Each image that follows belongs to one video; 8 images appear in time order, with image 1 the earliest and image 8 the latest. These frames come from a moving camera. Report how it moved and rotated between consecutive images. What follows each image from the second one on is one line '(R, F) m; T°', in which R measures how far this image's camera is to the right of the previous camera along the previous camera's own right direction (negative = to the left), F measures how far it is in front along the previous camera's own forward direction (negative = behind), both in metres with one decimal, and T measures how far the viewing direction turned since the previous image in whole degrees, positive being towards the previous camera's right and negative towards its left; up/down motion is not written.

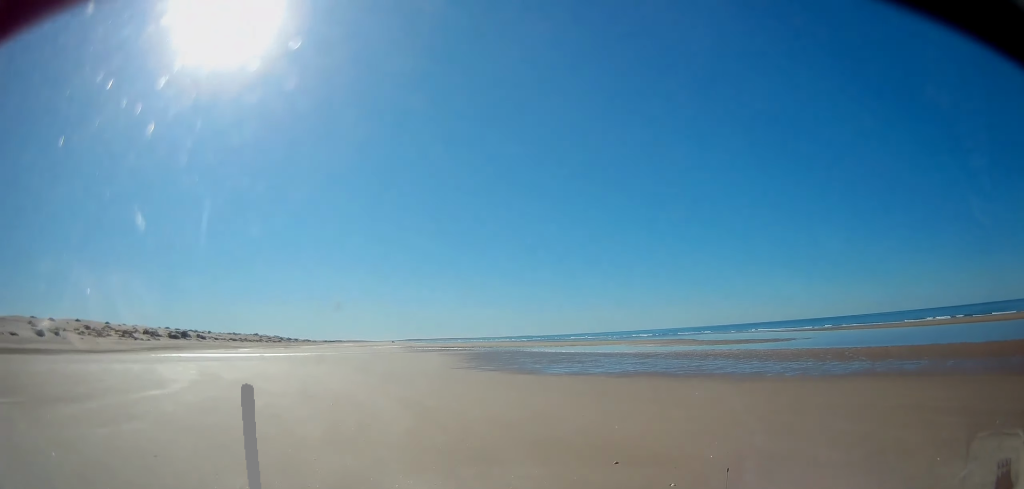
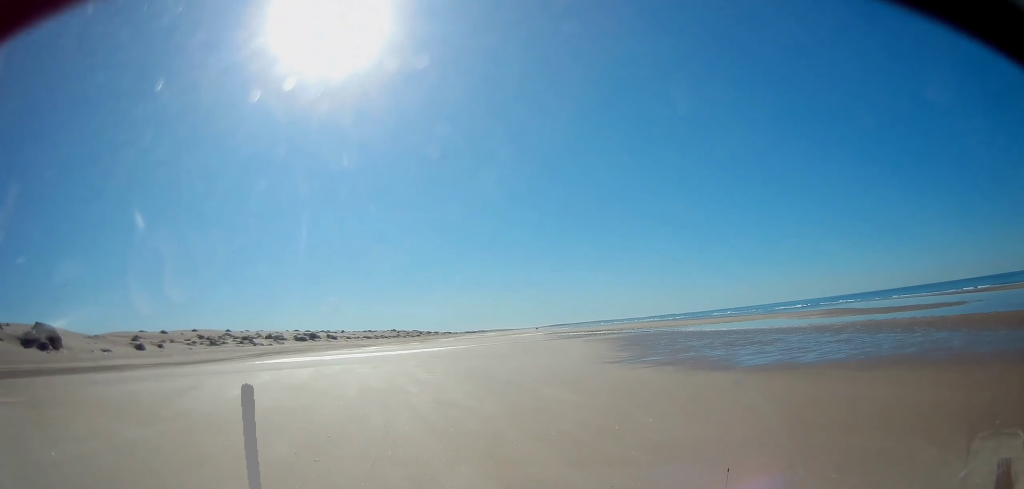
(-1.2, +9.5) m; -14°
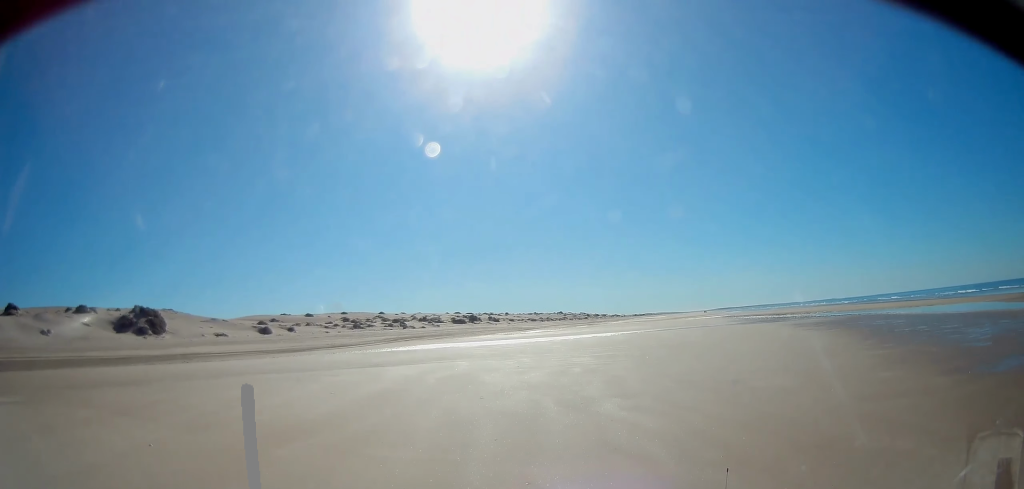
(-2.6, +15.9) m; -10°
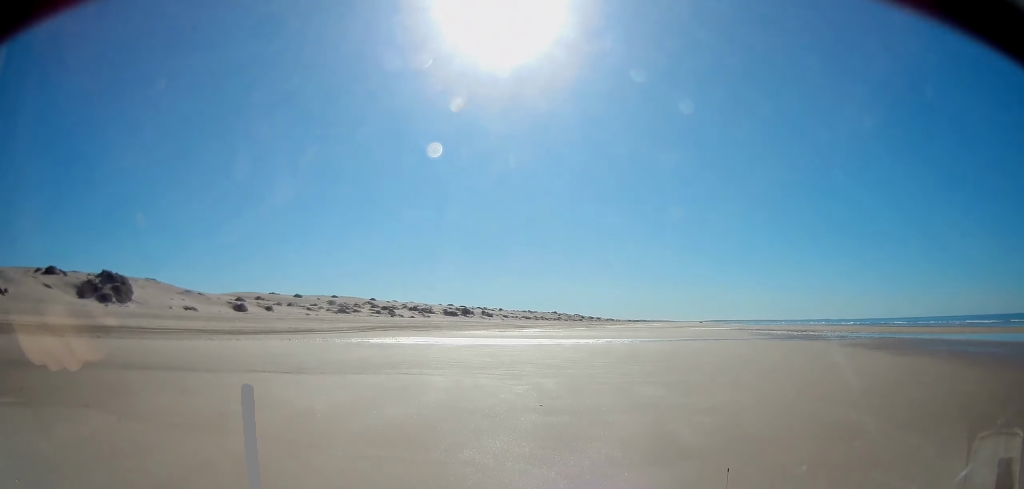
(+0.7, +13.1) m; +5°
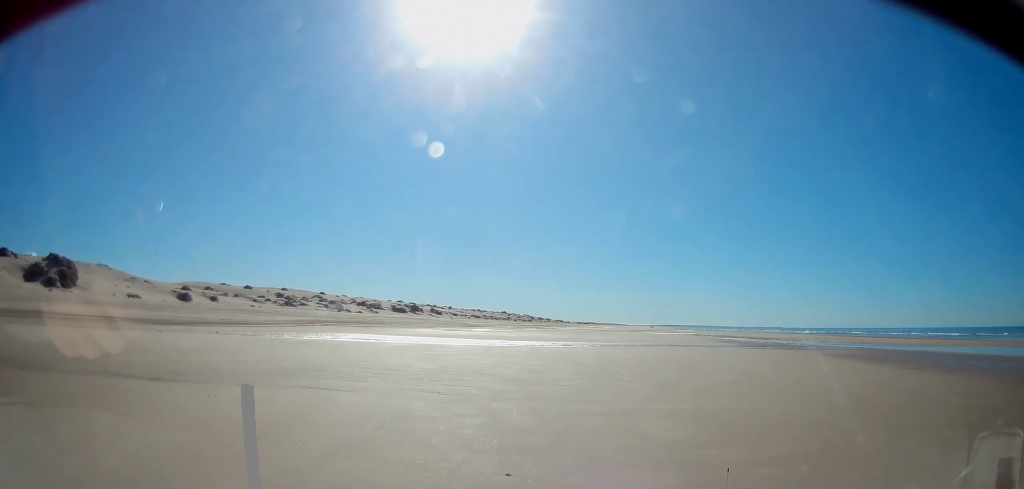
(0.0, +5.8) m; +2°
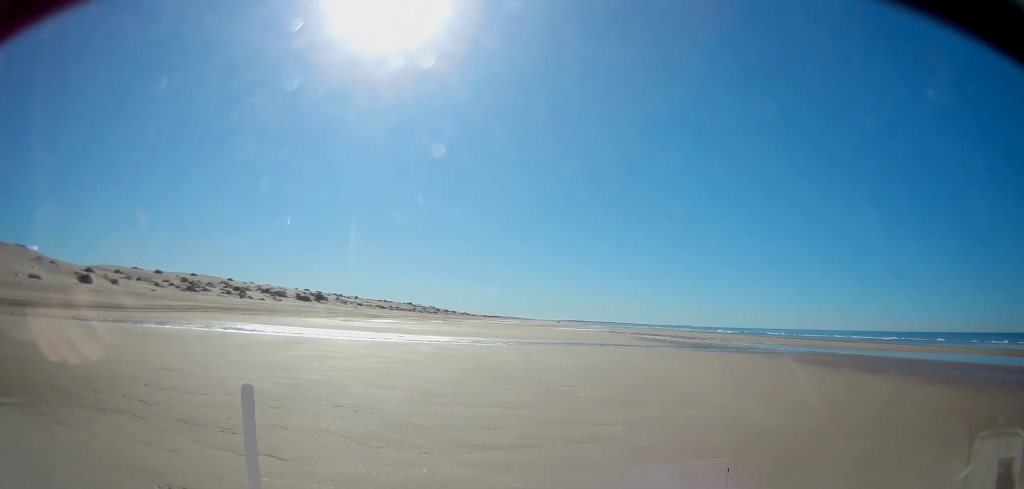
(+0.4, +9.1) m; +4°
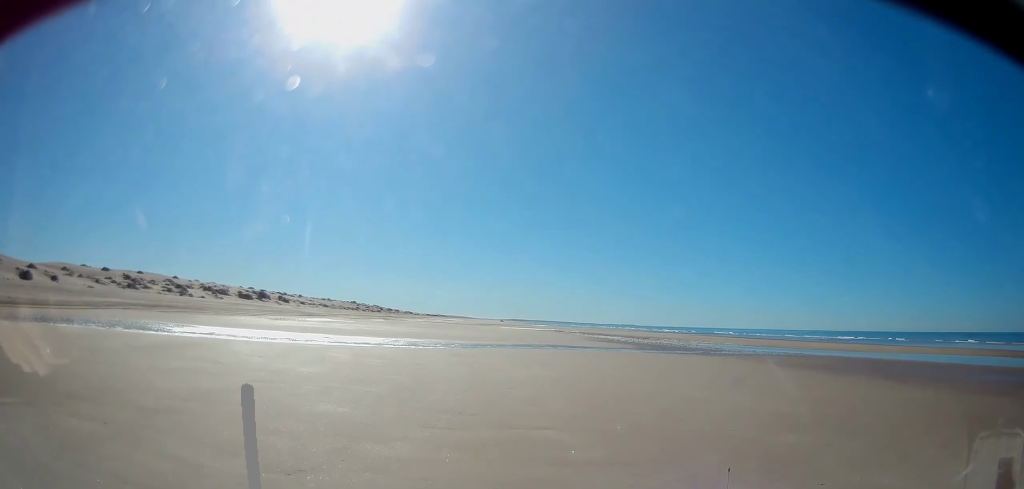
(+0.2, +6.4) m; +3°
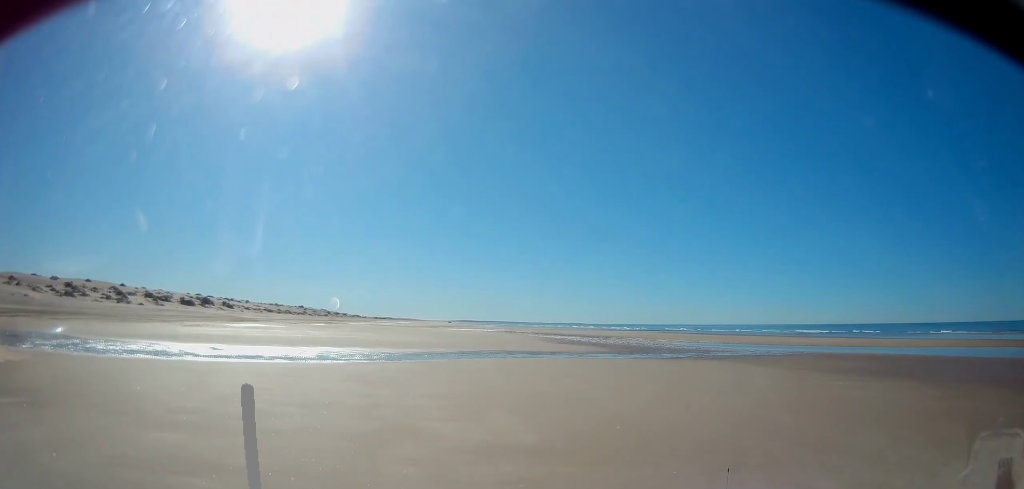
(+0.1, +10.7) m; +8°
